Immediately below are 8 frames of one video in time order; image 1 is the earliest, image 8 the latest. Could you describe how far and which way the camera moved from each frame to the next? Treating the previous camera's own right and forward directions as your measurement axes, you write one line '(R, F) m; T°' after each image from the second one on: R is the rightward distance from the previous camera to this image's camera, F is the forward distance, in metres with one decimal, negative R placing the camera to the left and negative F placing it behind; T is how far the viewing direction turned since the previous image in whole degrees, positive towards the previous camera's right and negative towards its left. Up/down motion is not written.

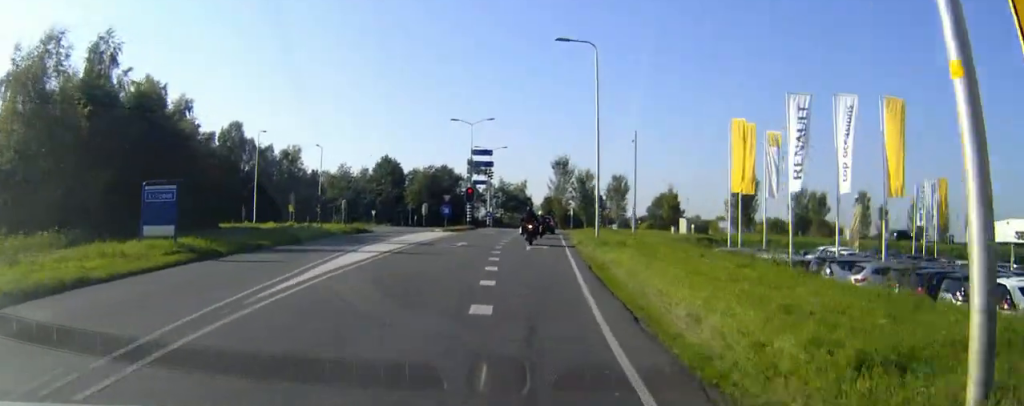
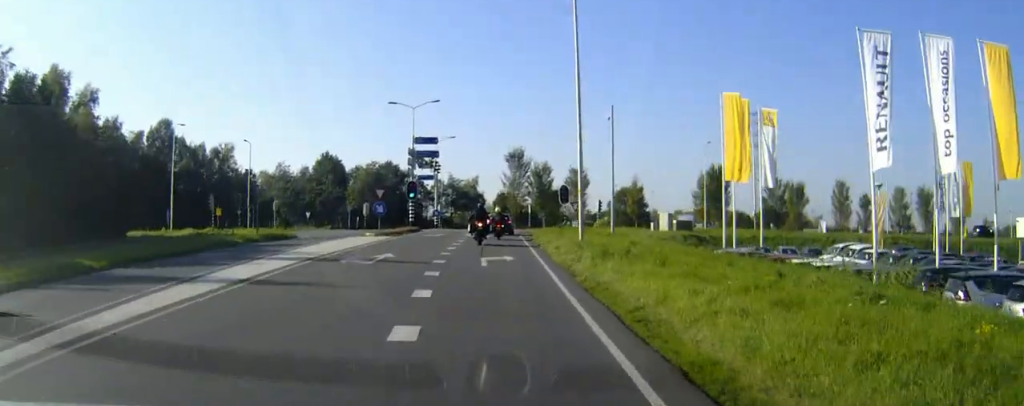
(+0.3, +9.9) m; +3°
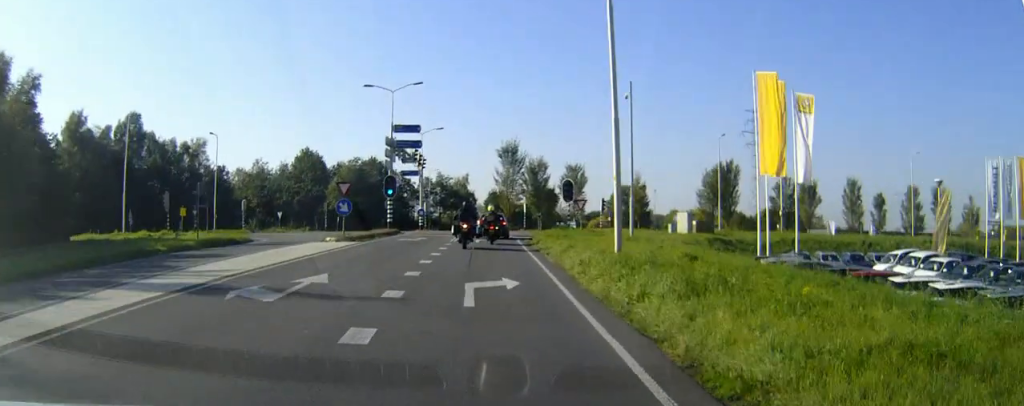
(+0.2, +8.6) m; +2°
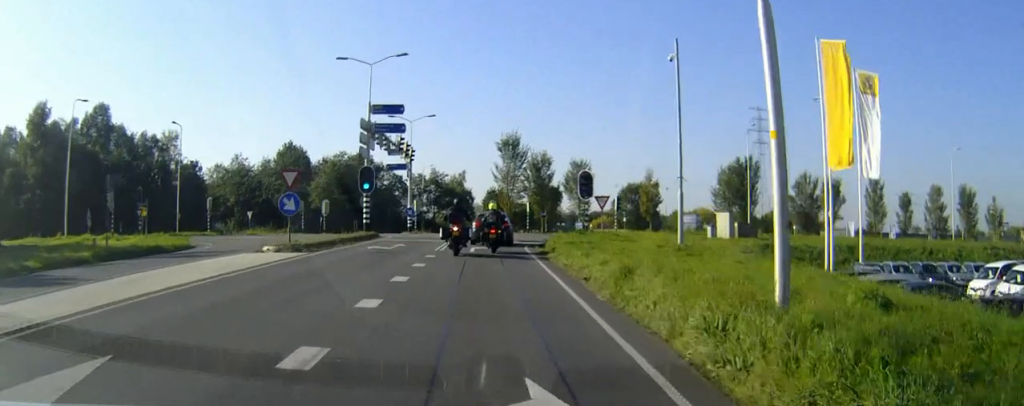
(+0.2, +9.9) m; +1°
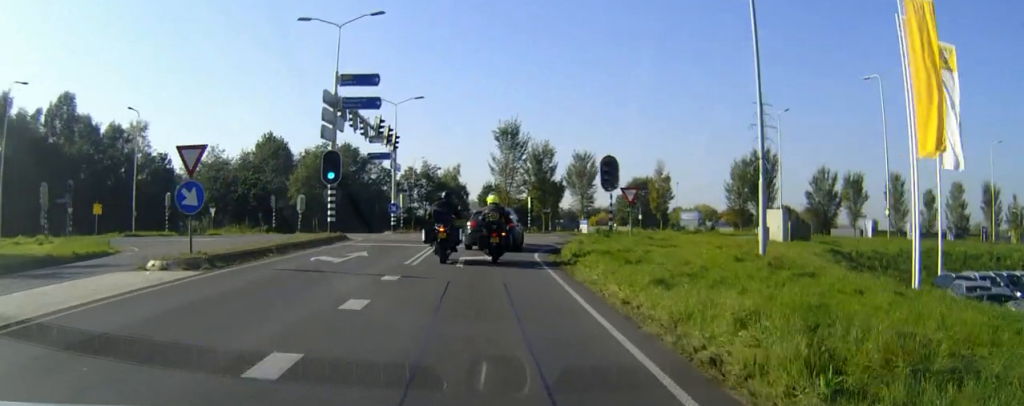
(0.0, +9.2) m; 0°
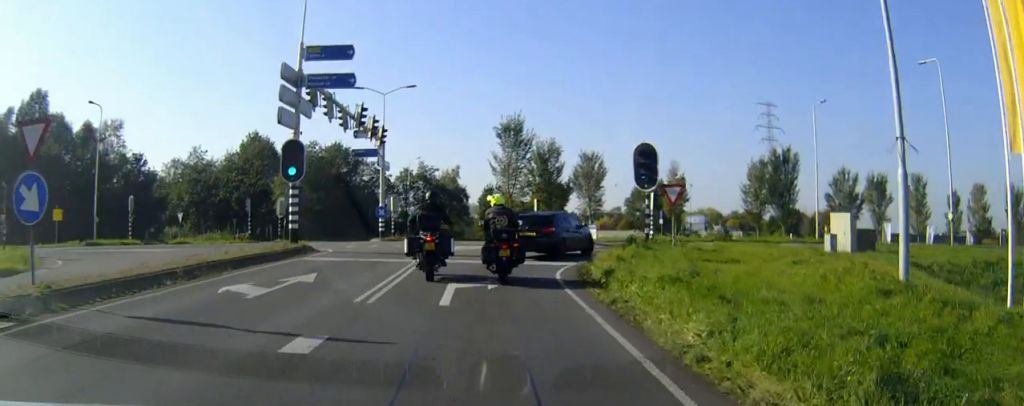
(0.0, +7.6) m; 0°
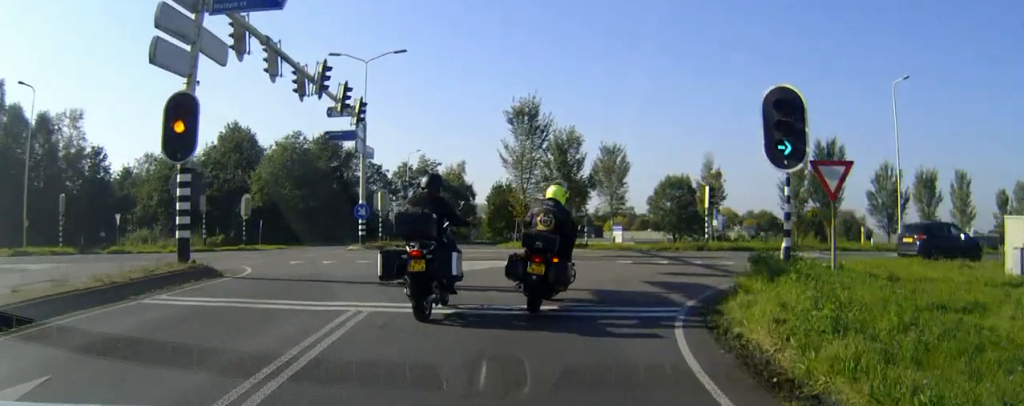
(0.0, +11.0) m; 0°
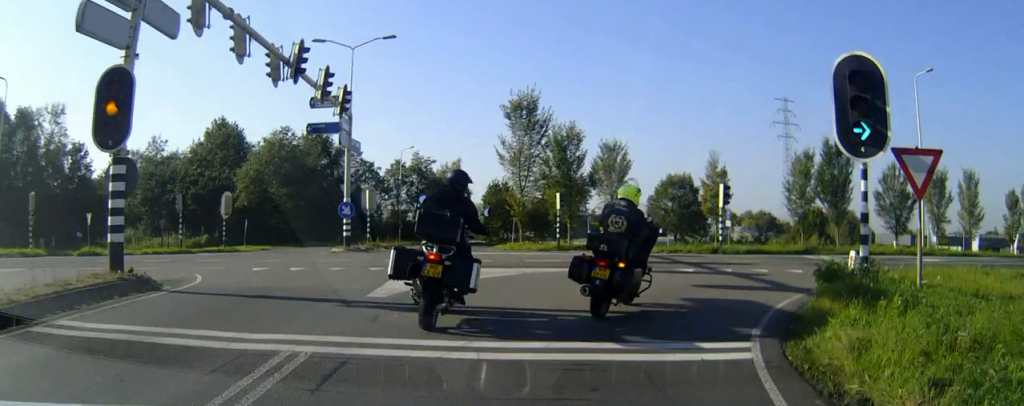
(0.0, +3.2) m; +1°
